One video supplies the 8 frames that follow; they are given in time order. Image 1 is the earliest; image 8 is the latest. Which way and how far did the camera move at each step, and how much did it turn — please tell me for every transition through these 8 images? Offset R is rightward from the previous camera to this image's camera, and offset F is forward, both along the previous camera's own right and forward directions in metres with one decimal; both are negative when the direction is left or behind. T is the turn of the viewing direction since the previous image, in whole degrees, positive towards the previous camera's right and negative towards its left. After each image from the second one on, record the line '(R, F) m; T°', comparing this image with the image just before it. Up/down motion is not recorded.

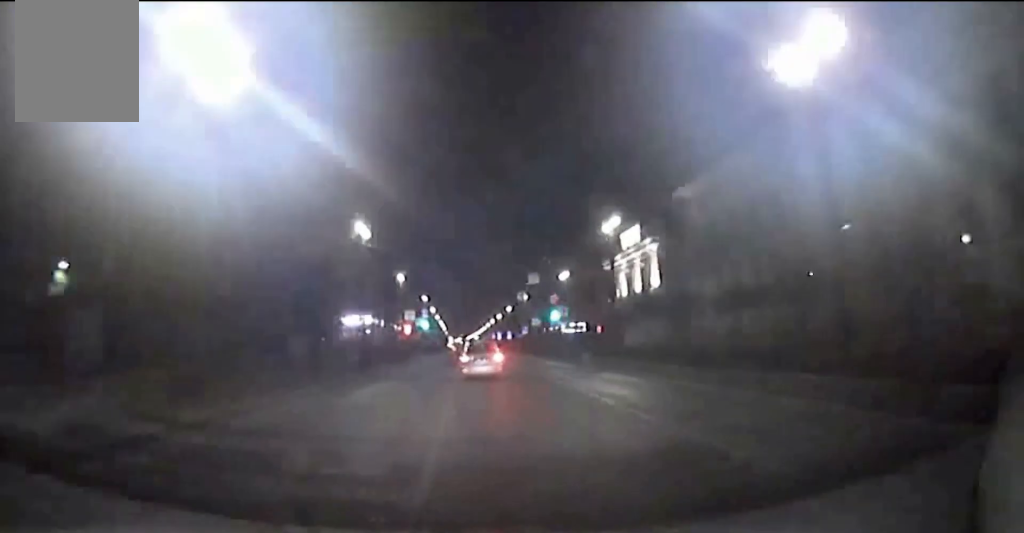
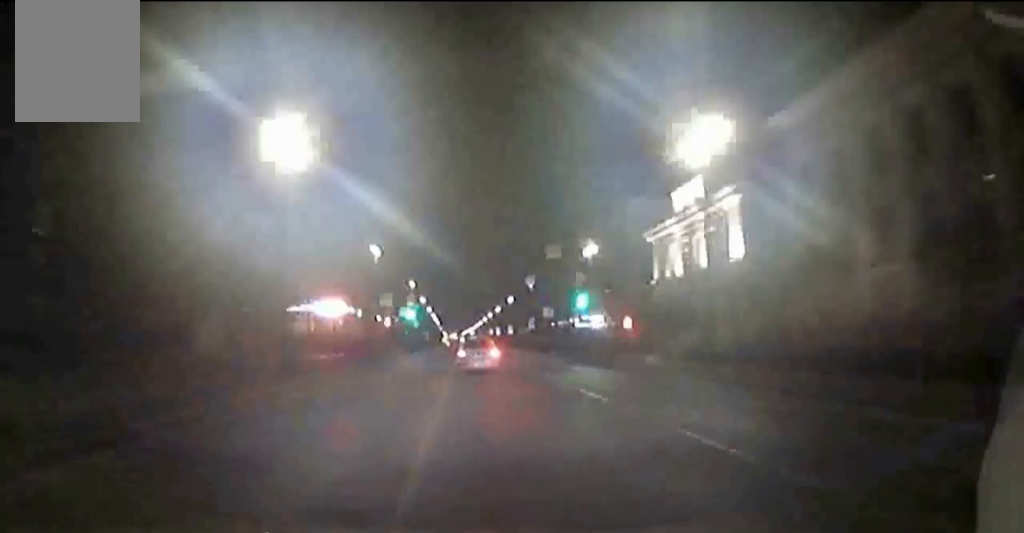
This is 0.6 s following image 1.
(+0.2, +15.5) m; 0°
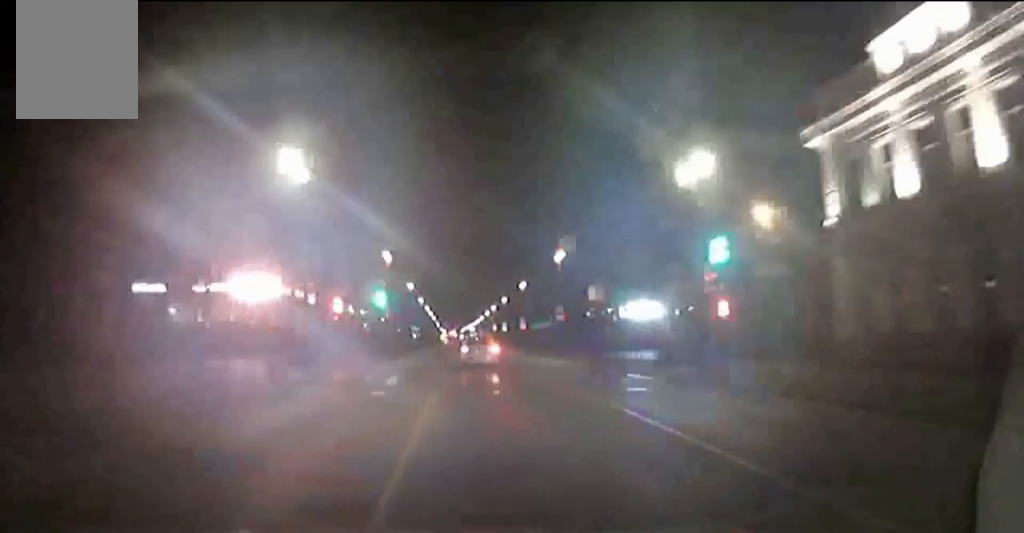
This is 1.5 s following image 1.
(-0.3, +25.0) m; -1°
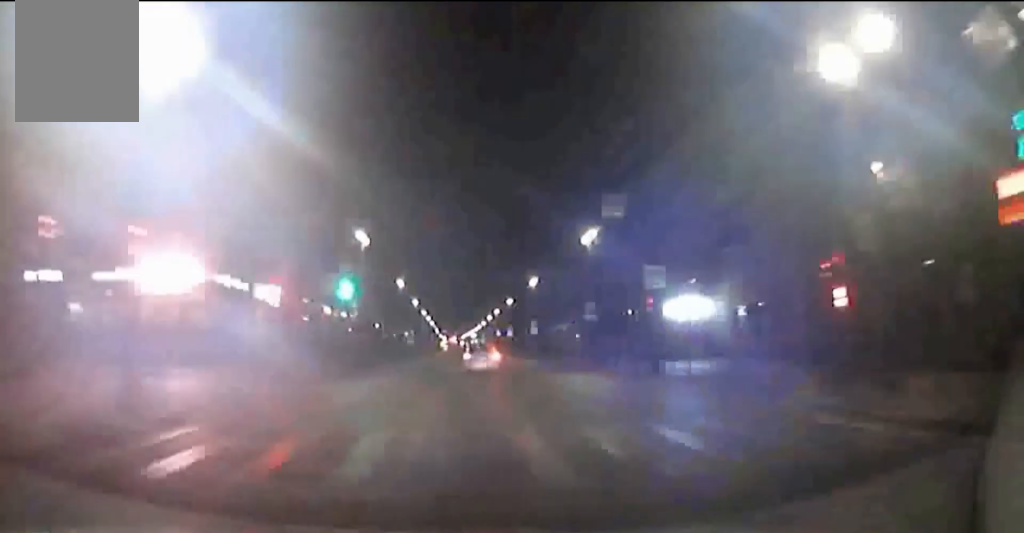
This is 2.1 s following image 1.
(-0.1, +15.5) m; -1°
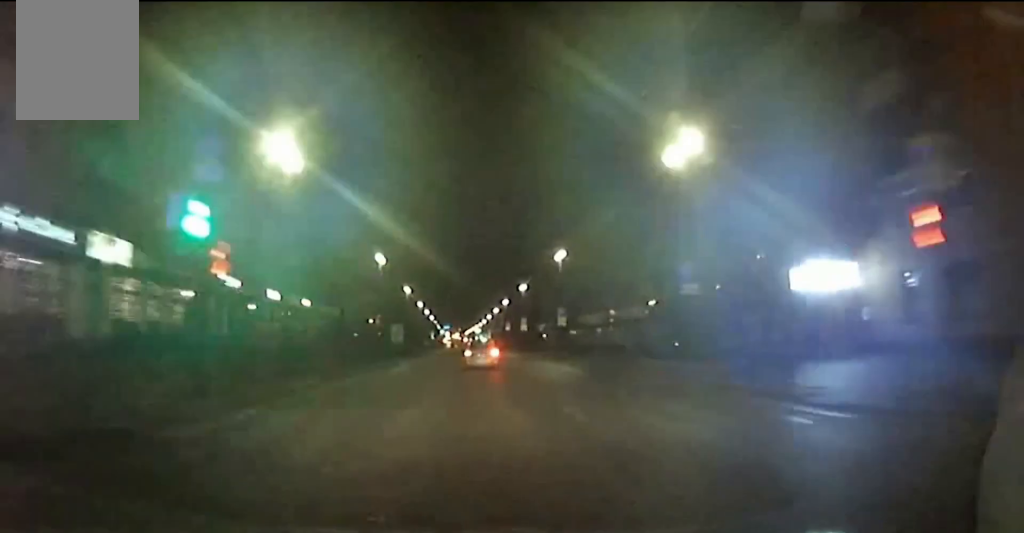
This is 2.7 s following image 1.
(-0.1, +17.8) m; -1°
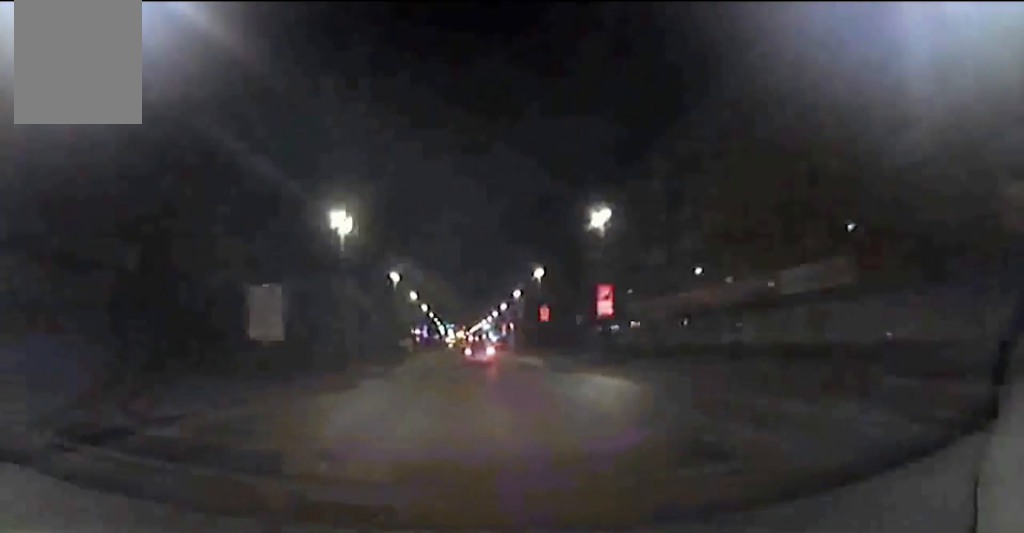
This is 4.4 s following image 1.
(-0.6, +48.0) m; -1°
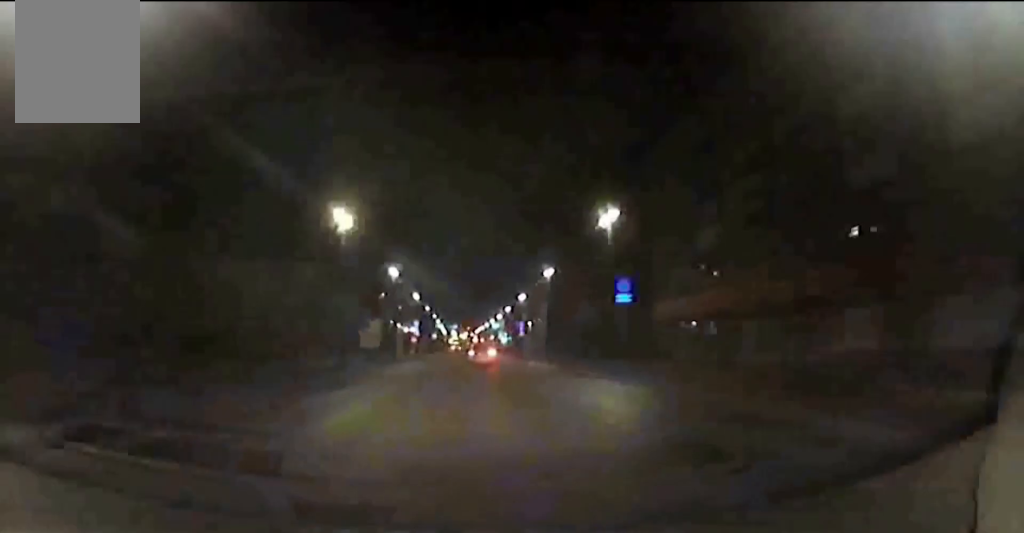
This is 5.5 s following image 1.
(-0.3, +32.7) m; -1°
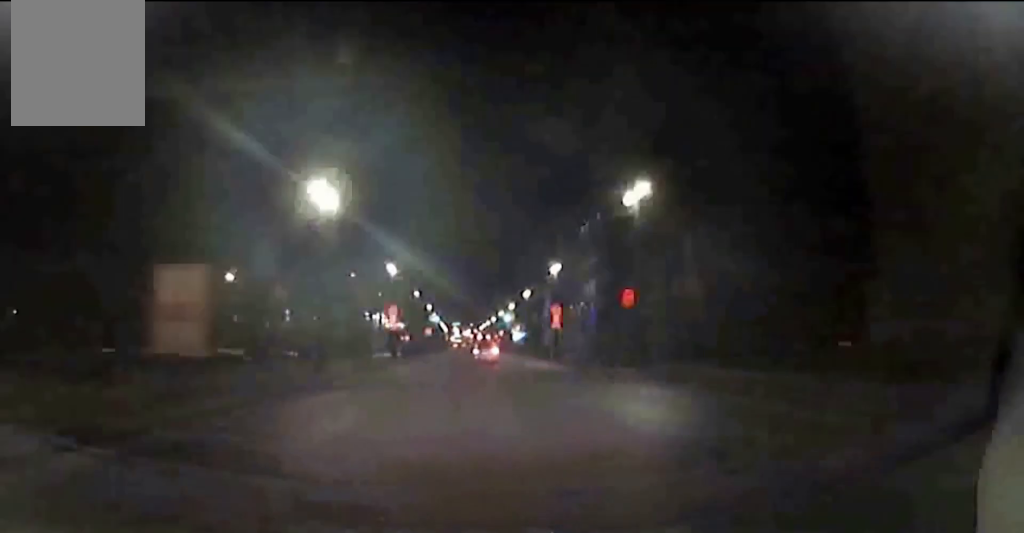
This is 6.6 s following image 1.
(-0.5, +32.1) m; -1°
